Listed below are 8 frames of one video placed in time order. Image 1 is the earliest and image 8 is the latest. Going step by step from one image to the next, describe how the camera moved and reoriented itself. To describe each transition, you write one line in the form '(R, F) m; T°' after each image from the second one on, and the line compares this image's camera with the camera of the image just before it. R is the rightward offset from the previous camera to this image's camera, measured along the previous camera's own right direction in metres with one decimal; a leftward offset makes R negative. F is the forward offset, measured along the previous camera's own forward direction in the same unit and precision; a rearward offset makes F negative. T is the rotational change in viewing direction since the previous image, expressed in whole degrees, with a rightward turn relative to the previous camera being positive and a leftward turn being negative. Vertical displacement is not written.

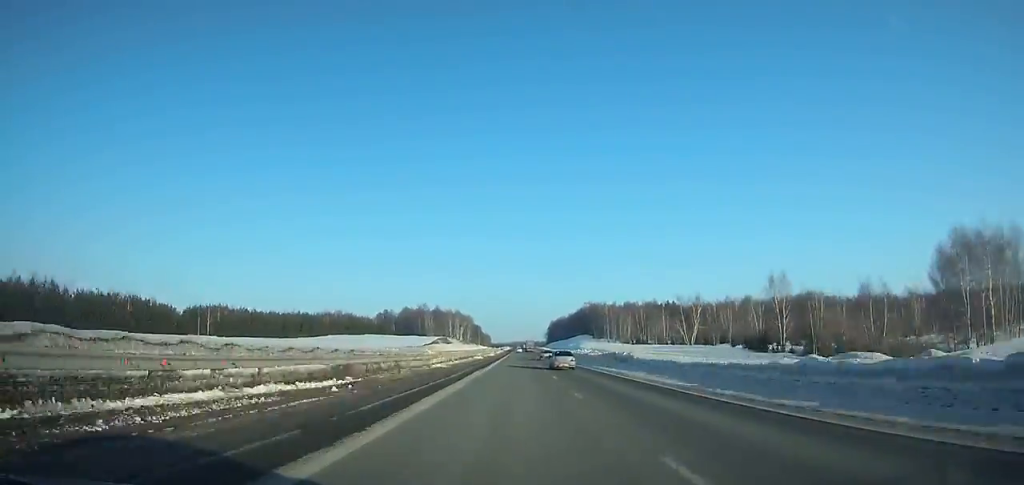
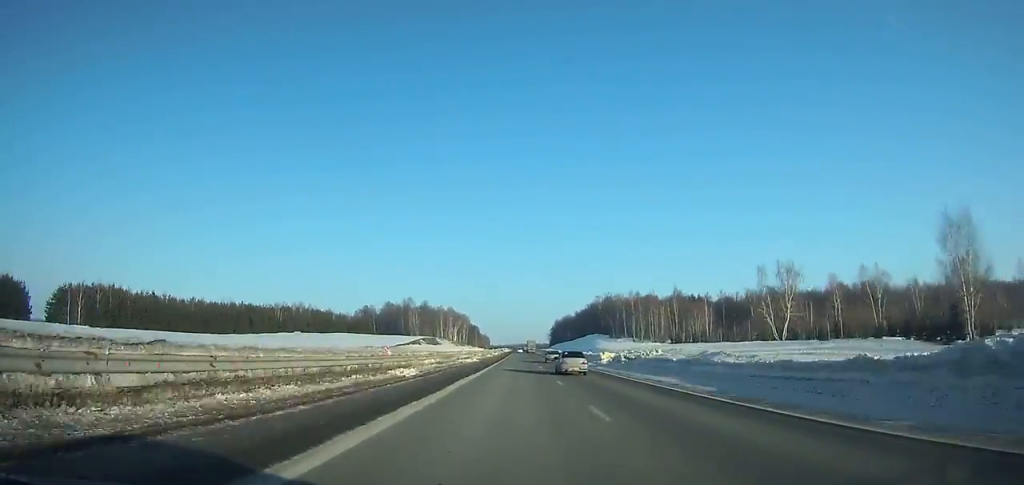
(0.0, +52.5) m; 0°
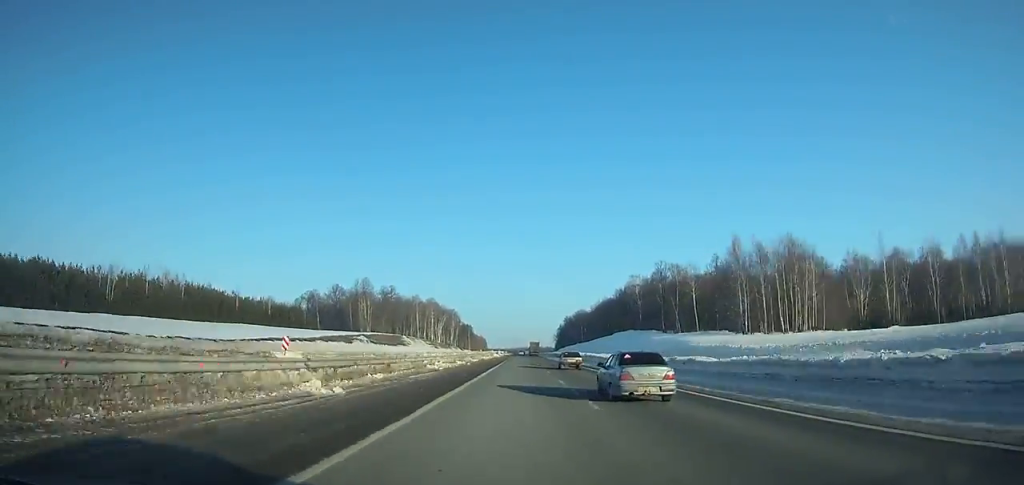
(+0.1, +93.5) m; 0°
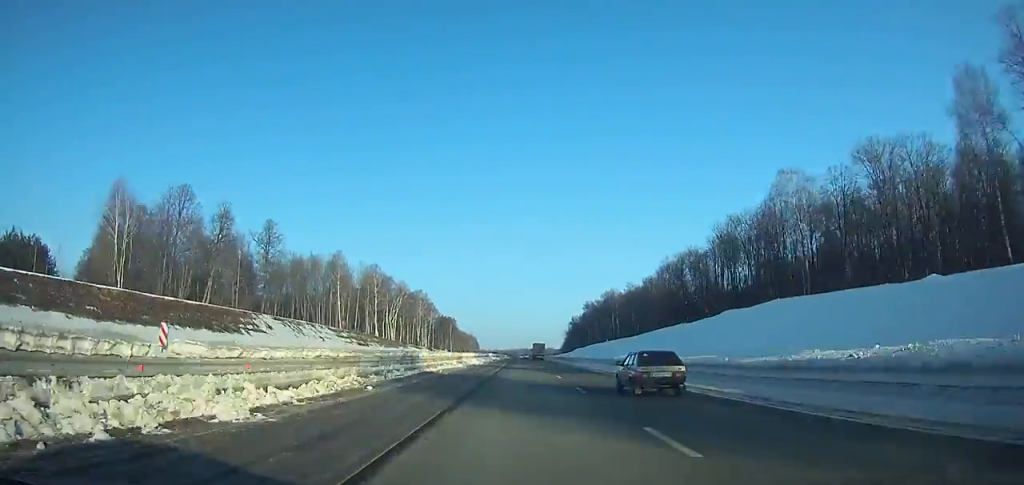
(+0.2, +126.8) m; 0°
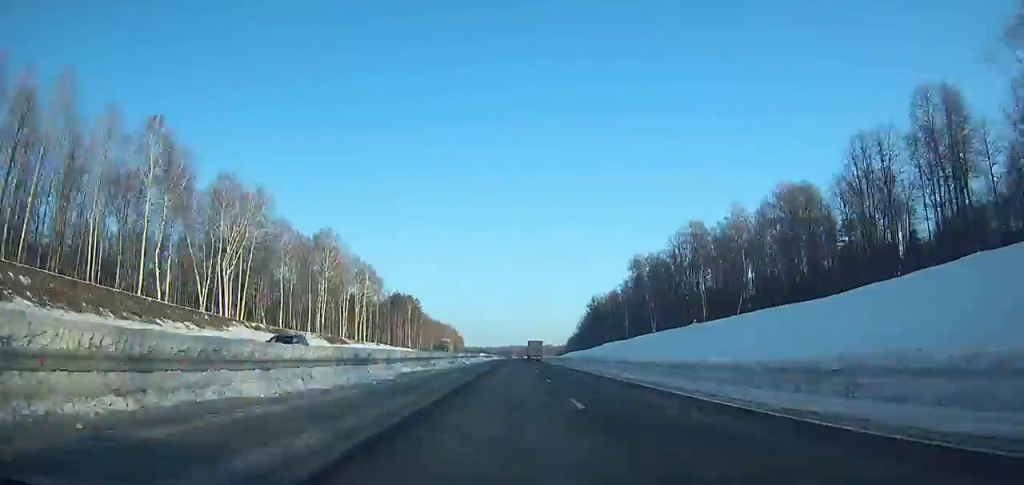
(+0.1, +125.8) m; 0°
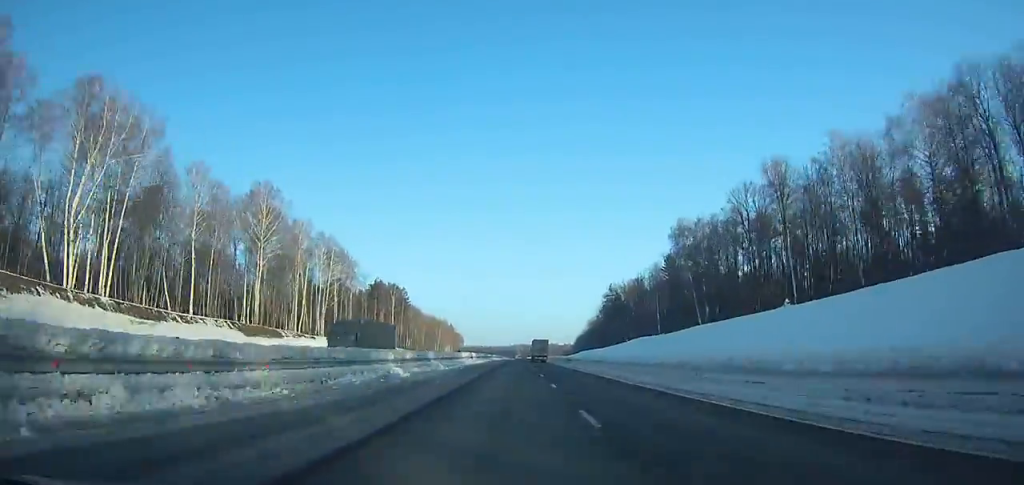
(0.0, +39.4) m; 0°
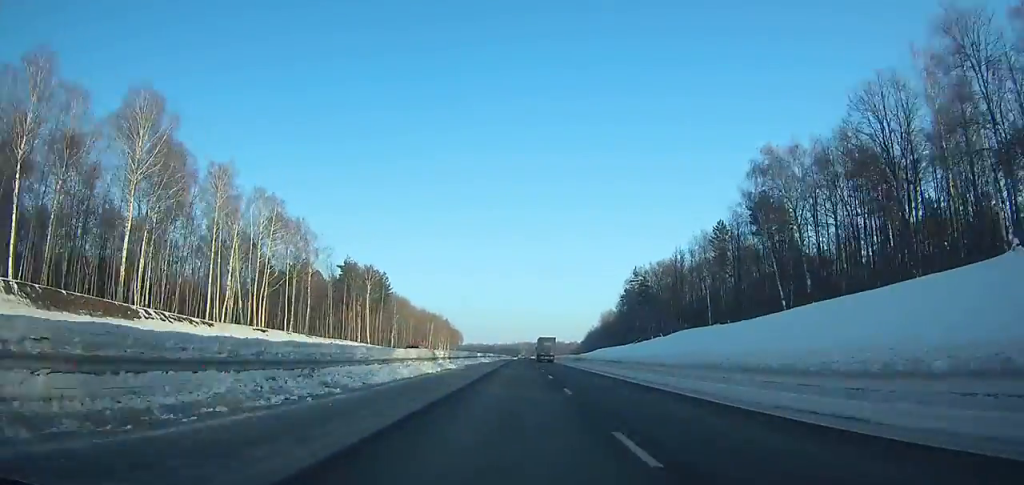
(-0.3, +39.8) m; 0°
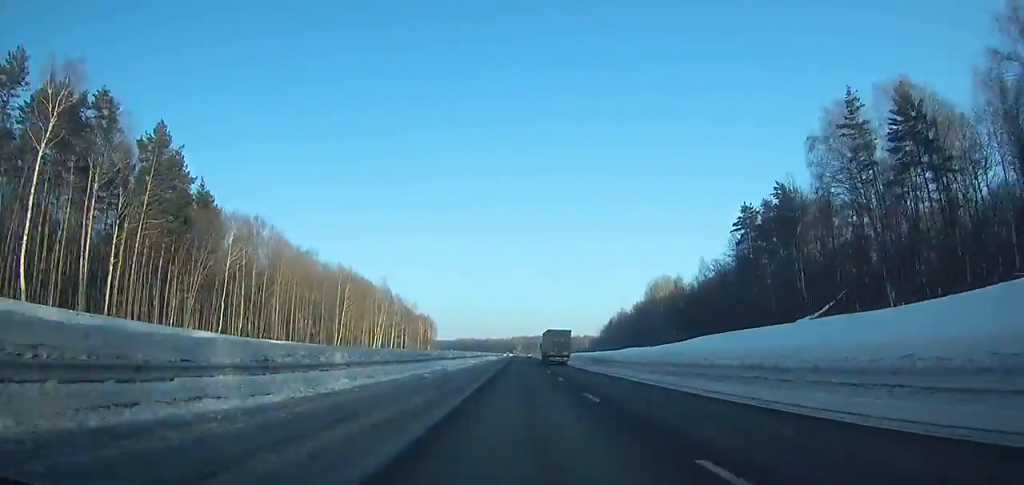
(0.0, +122.9) m; 0°
